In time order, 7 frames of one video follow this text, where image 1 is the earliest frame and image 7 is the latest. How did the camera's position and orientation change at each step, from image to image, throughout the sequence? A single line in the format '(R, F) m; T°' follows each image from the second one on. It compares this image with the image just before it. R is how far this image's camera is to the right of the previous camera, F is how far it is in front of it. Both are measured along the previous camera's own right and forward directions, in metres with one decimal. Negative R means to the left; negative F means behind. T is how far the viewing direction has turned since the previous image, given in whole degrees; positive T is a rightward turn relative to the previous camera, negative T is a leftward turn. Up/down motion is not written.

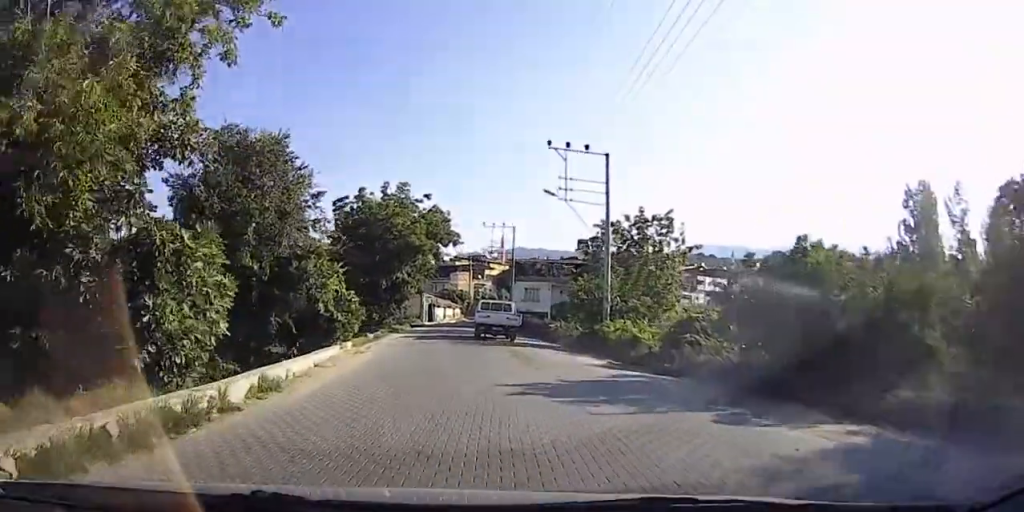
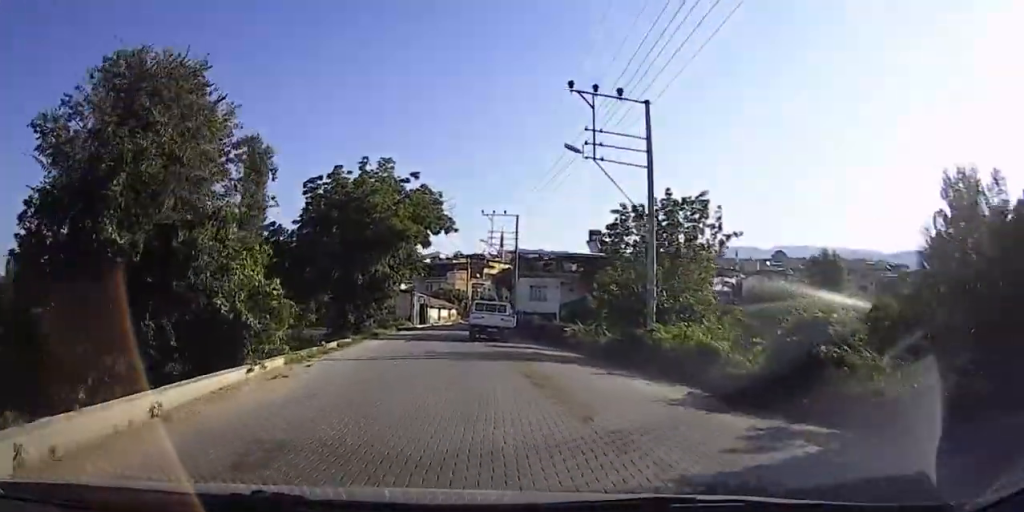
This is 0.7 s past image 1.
(-0.1, +7.2) m; -1°
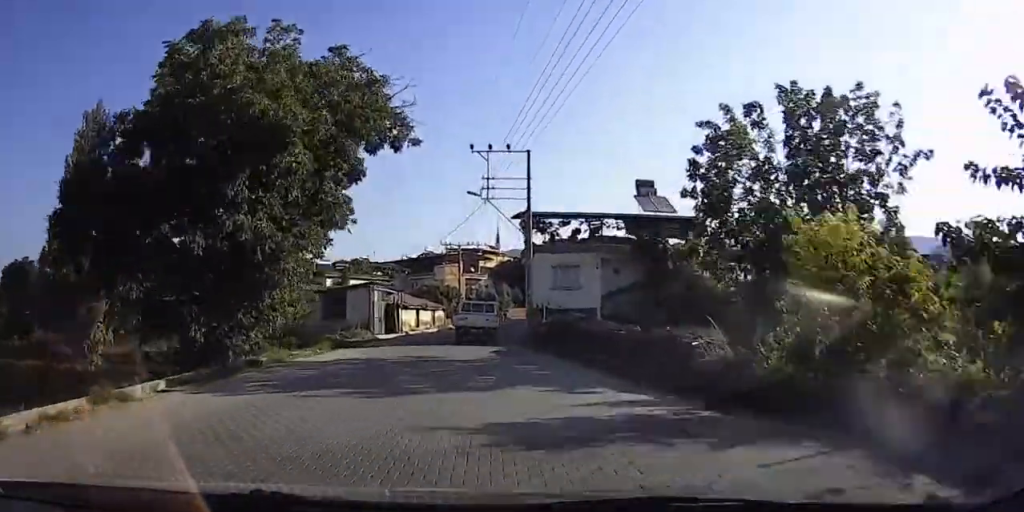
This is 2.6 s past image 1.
(-0.2, +17.9) m; 0°
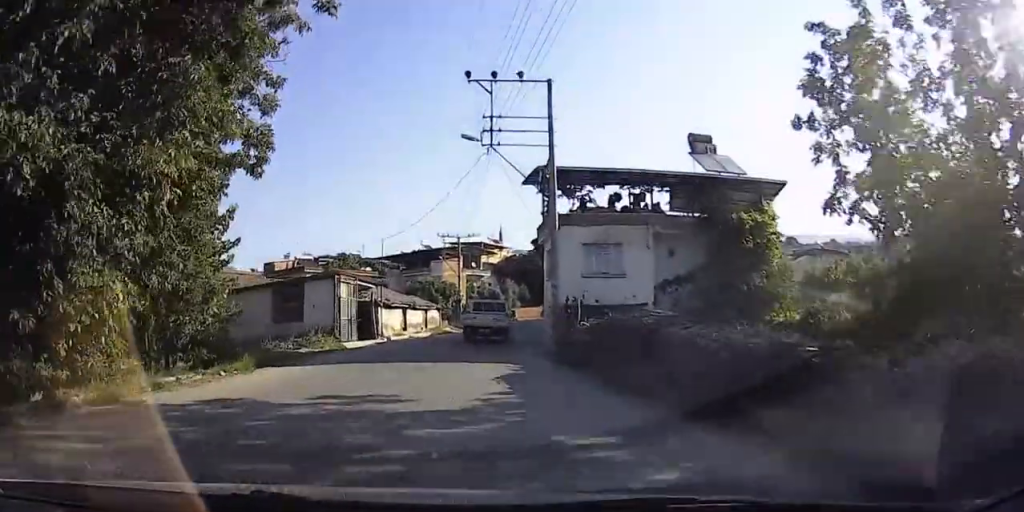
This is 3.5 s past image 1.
(+0.1, +8.5) m; +2°
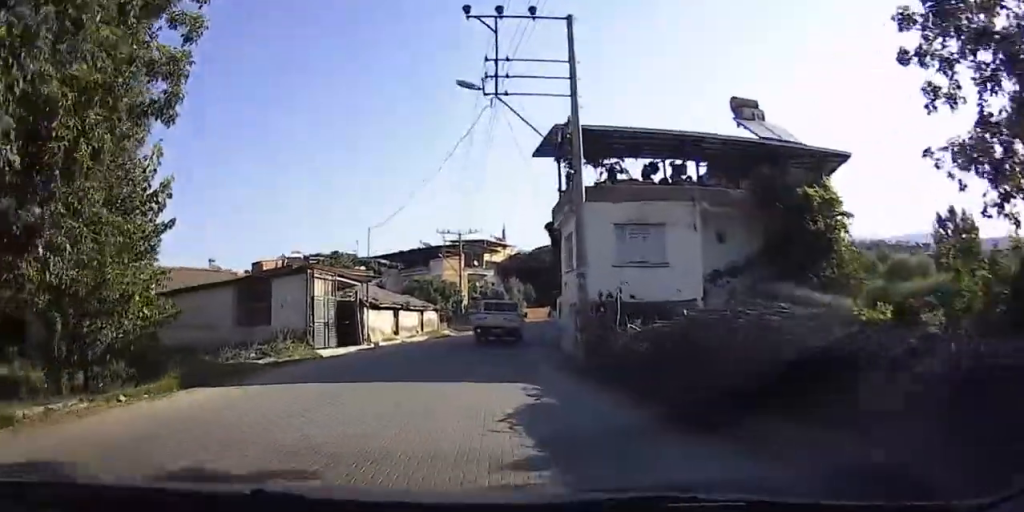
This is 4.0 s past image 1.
(+0.1, +4.4) m; +1°
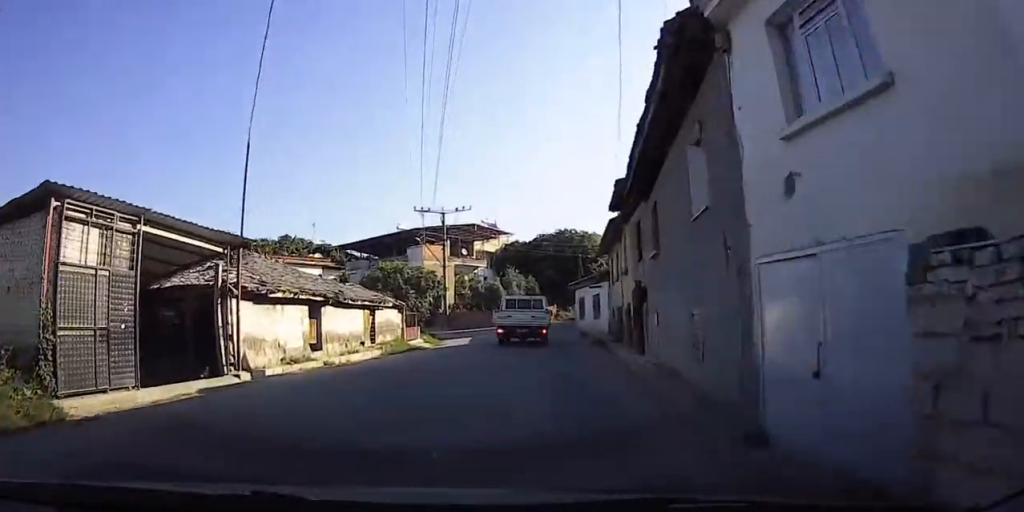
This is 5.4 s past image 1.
(+0.1, +13.9) m; 0°
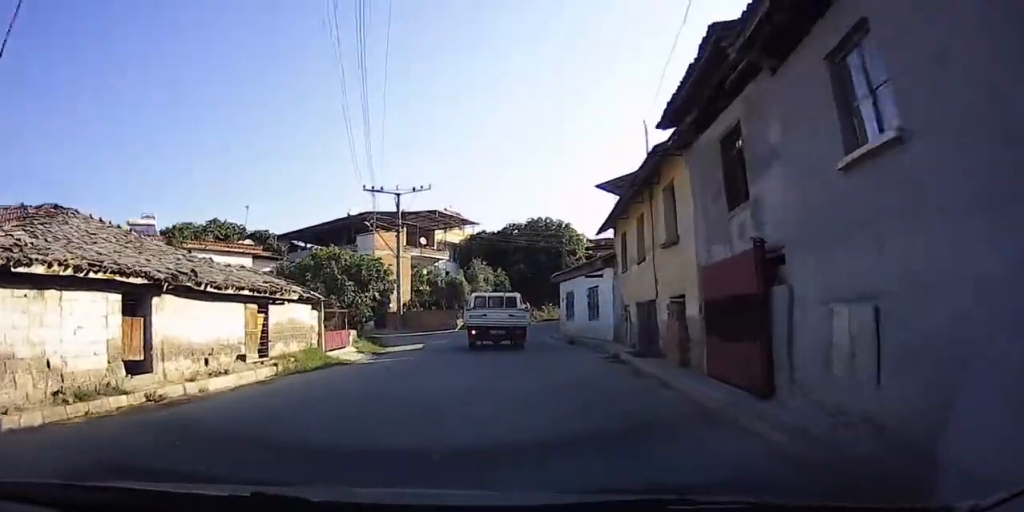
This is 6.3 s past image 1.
(0.0, +8.2) m; -3°
